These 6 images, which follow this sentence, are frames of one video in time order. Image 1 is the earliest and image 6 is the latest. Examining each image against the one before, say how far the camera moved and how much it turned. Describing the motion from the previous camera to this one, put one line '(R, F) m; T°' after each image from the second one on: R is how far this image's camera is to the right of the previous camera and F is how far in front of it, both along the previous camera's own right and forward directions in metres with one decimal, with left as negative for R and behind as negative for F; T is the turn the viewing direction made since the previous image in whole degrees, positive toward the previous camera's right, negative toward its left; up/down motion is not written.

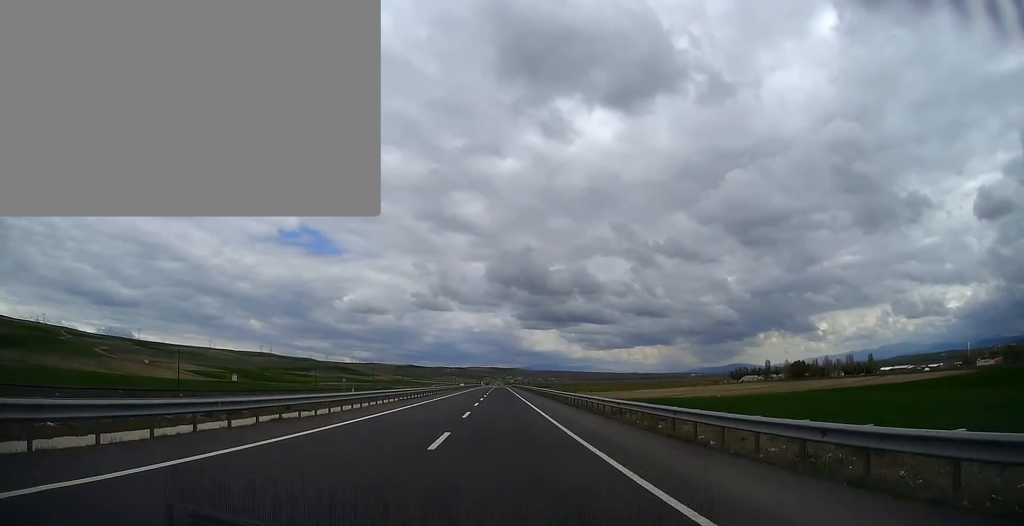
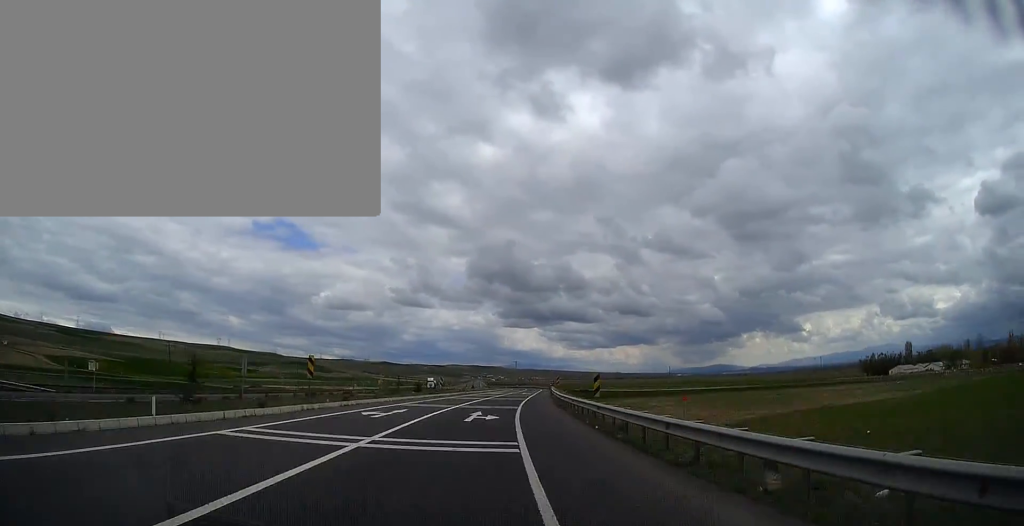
(+3.5, +233.4) m; +1°
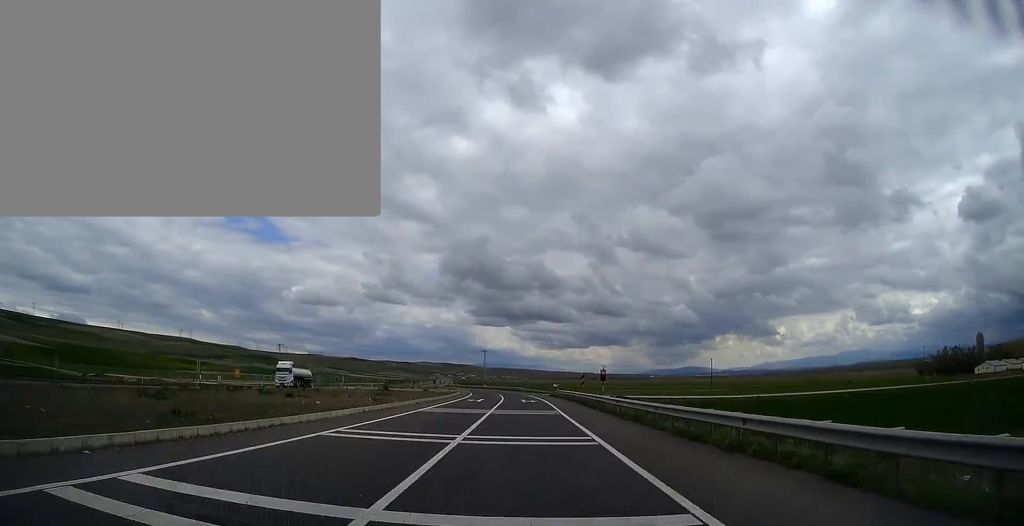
(+3.6, +89.9) m; -1°
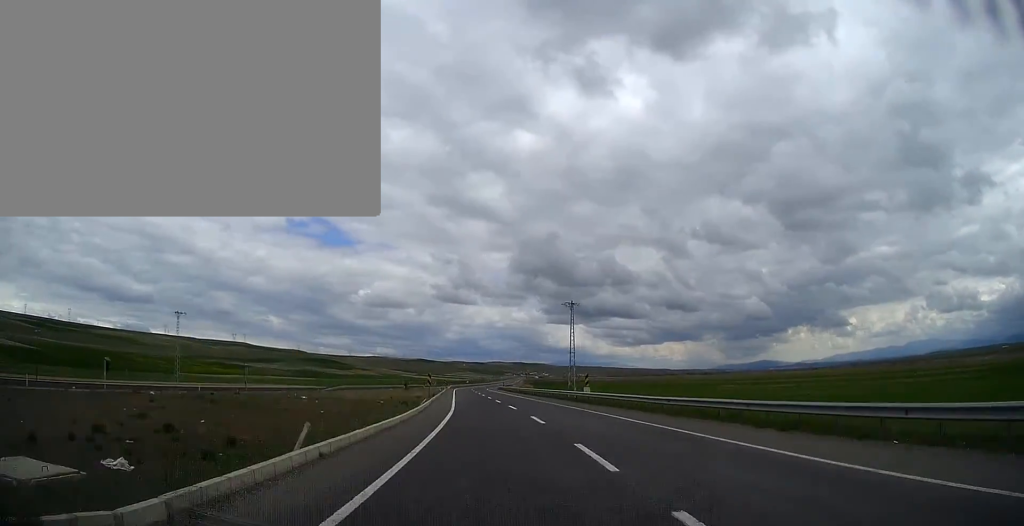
(-6.1, +123.9) m; -2°
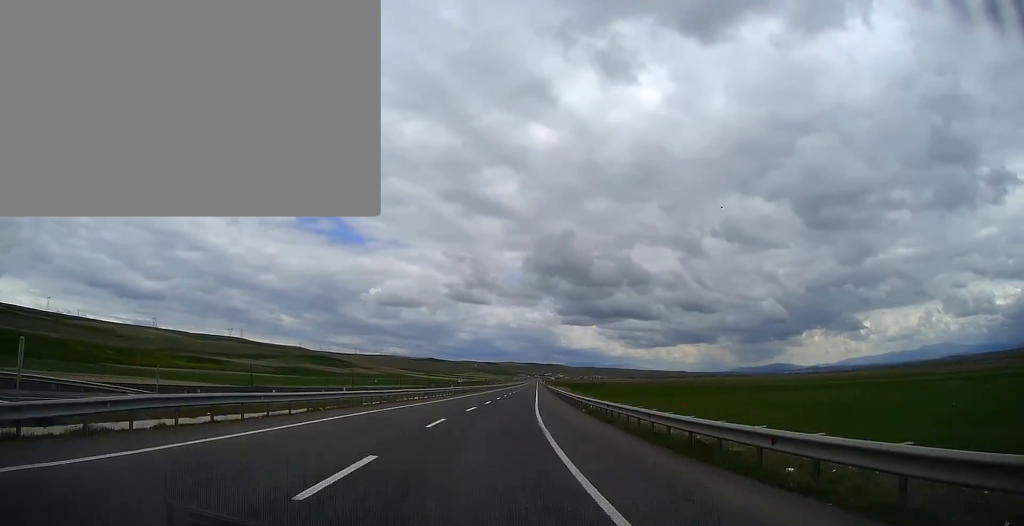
(-1.2, +142.2) m; 0°
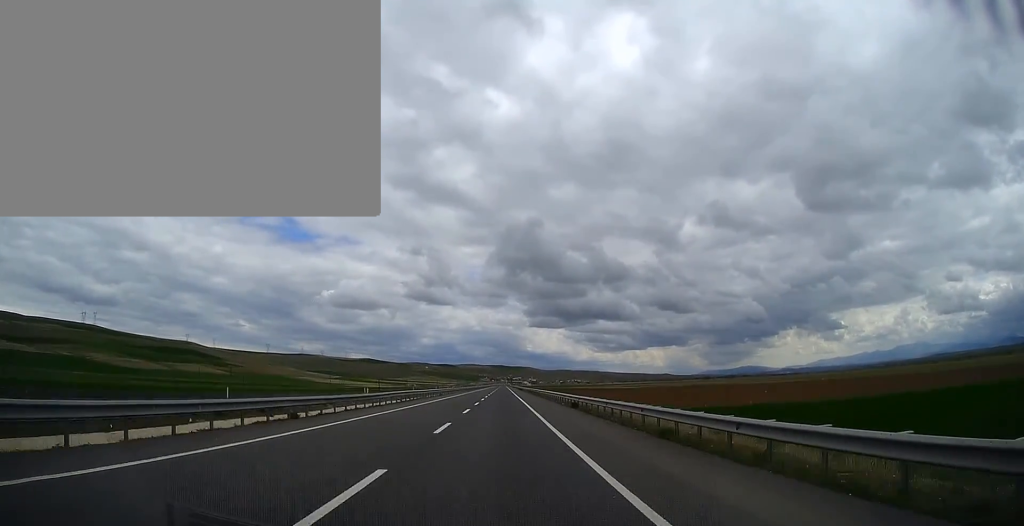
(+11.2, +595.5) m; +1°
